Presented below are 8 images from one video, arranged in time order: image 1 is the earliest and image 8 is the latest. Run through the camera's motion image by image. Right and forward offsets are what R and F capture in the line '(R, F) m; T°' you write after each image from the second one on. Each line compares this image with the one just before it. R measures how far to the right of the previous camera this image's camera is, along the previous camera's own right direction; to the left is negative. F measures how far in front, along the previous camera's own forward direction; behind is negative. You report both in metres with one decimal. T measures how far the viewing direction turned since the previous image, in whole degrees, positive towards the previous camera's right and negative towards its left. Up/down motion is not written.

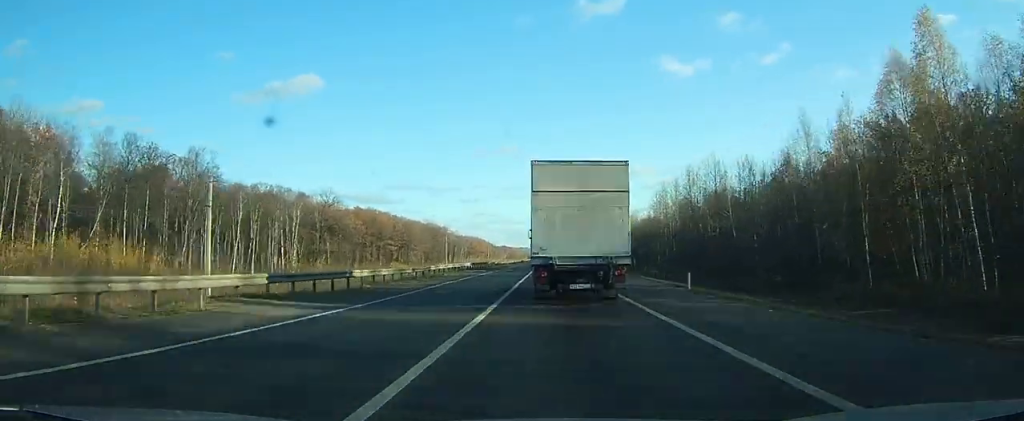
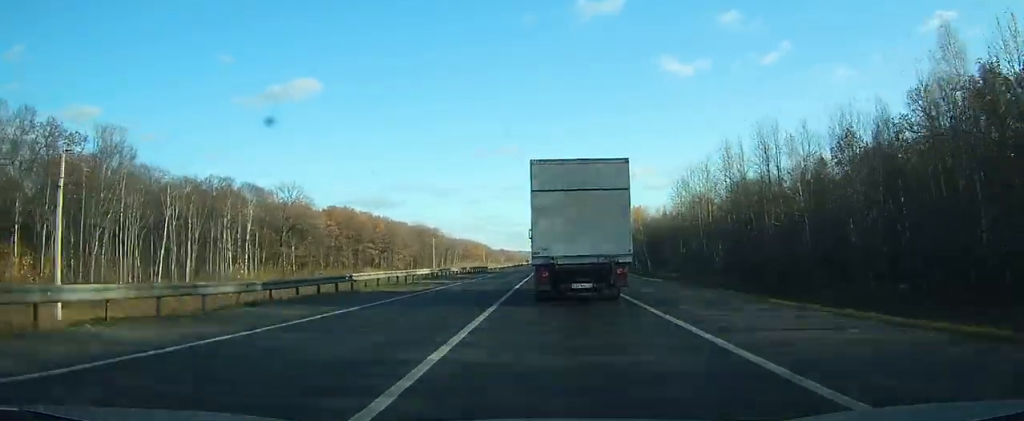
(0.0, +21.1) m; 0°
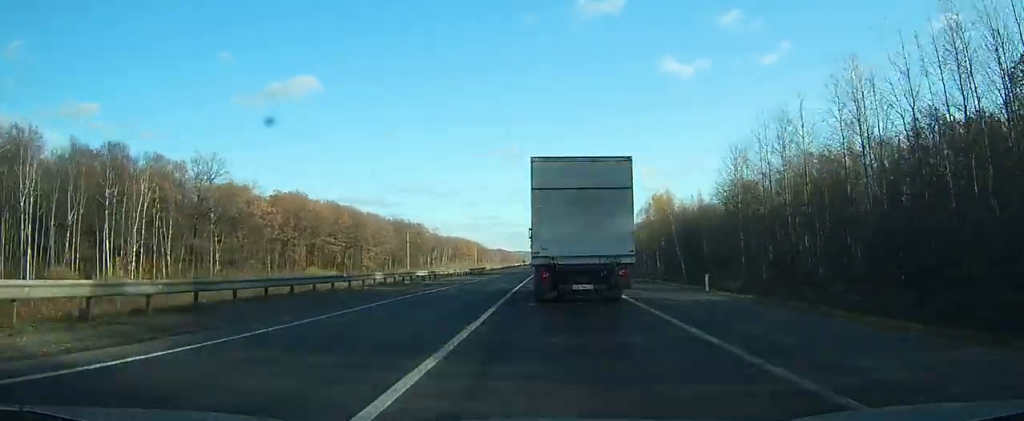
(+0.1, +30.9) m; 0°
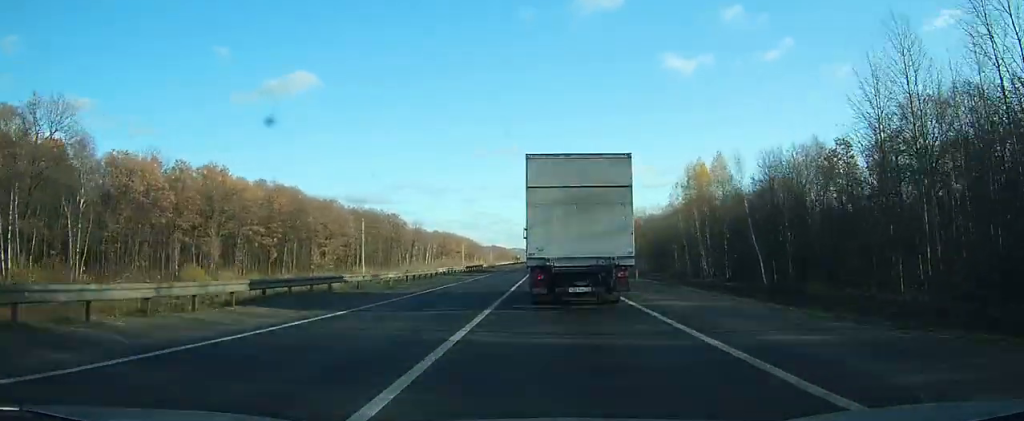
(0.0, +33.7) m; 0°
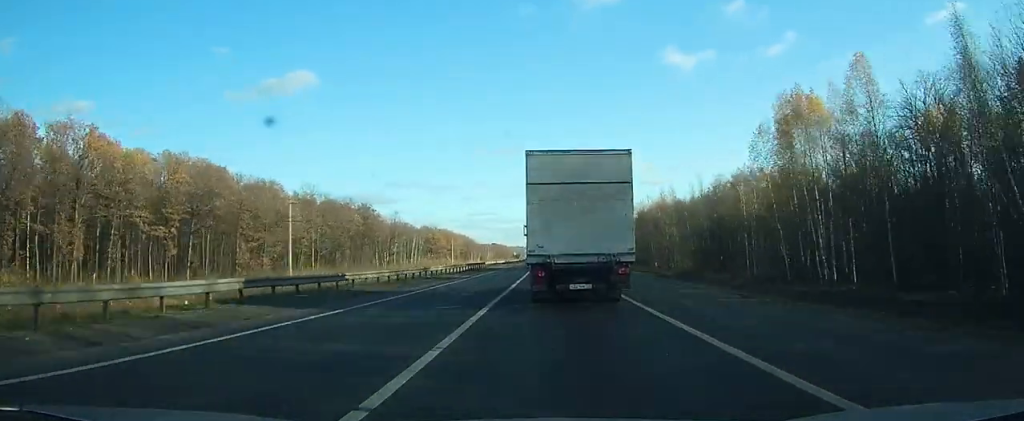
(0.0, +34.9) m; 0°
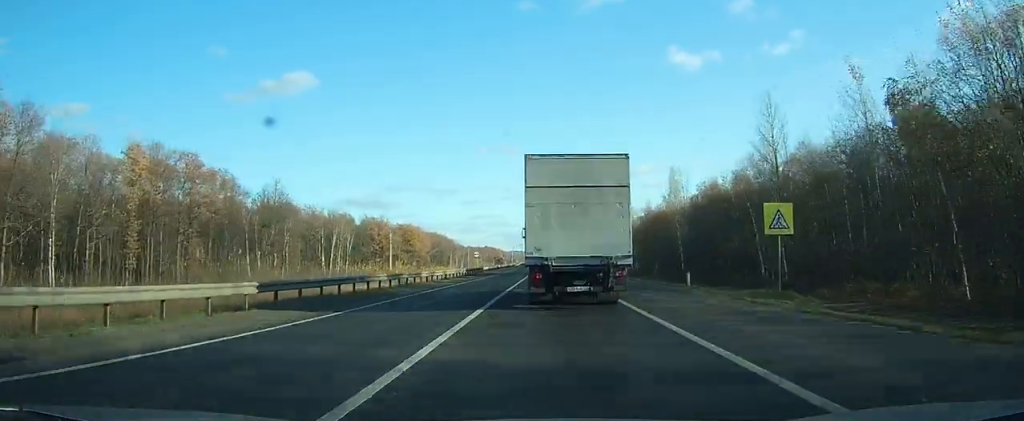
(-0.1, +93.0) m; 0°
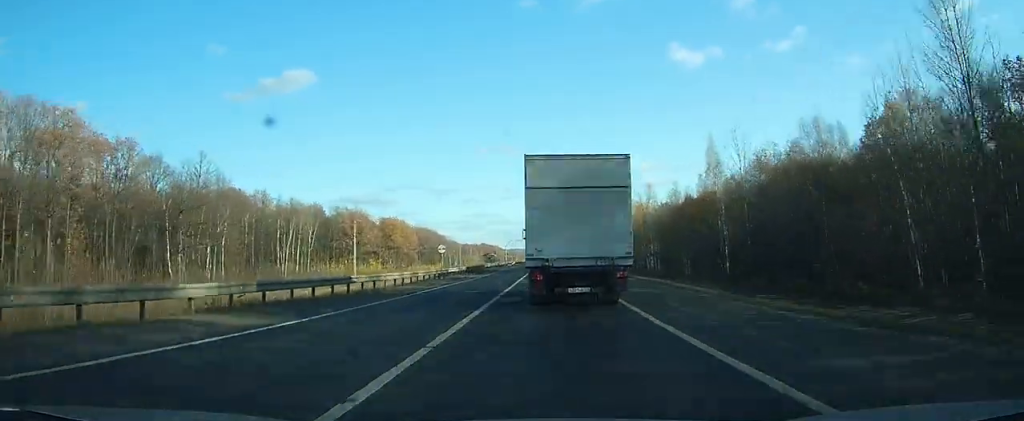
(-0.1, +26.7) m; 0°
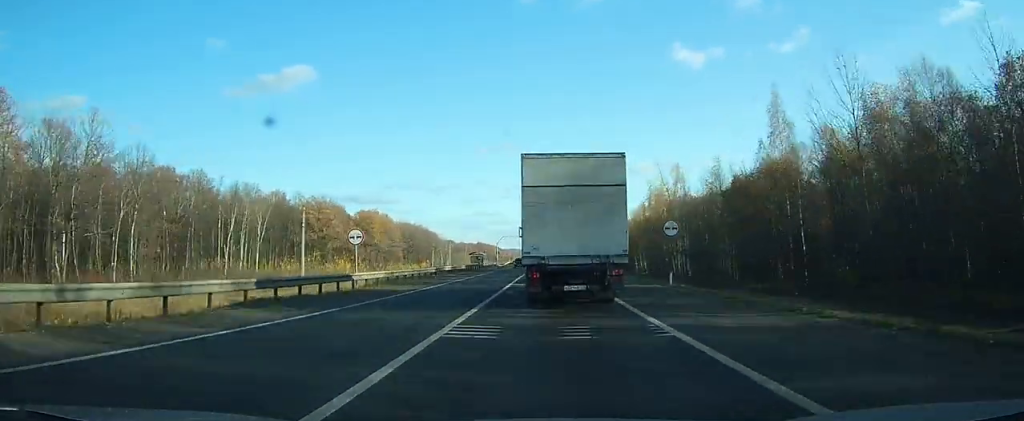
(0.0, +24.0) m; 0°
